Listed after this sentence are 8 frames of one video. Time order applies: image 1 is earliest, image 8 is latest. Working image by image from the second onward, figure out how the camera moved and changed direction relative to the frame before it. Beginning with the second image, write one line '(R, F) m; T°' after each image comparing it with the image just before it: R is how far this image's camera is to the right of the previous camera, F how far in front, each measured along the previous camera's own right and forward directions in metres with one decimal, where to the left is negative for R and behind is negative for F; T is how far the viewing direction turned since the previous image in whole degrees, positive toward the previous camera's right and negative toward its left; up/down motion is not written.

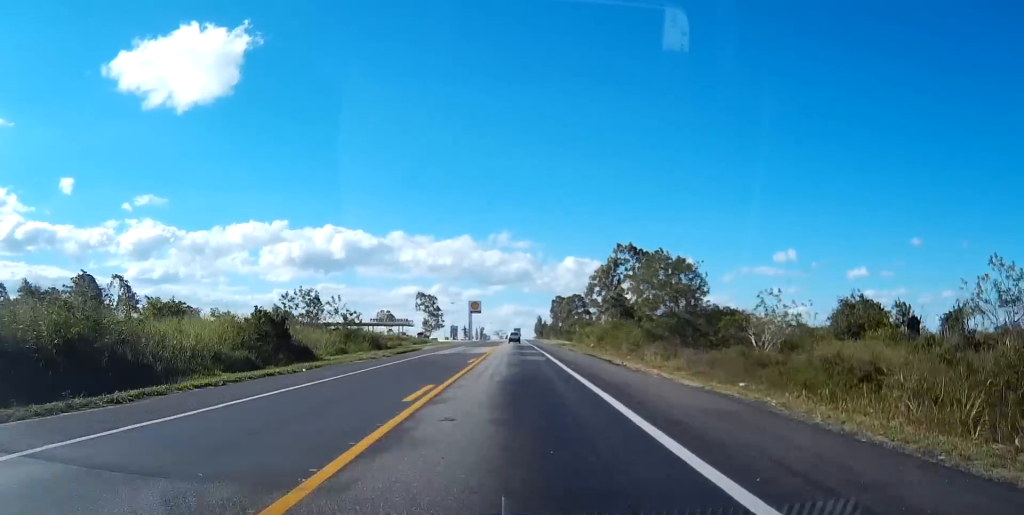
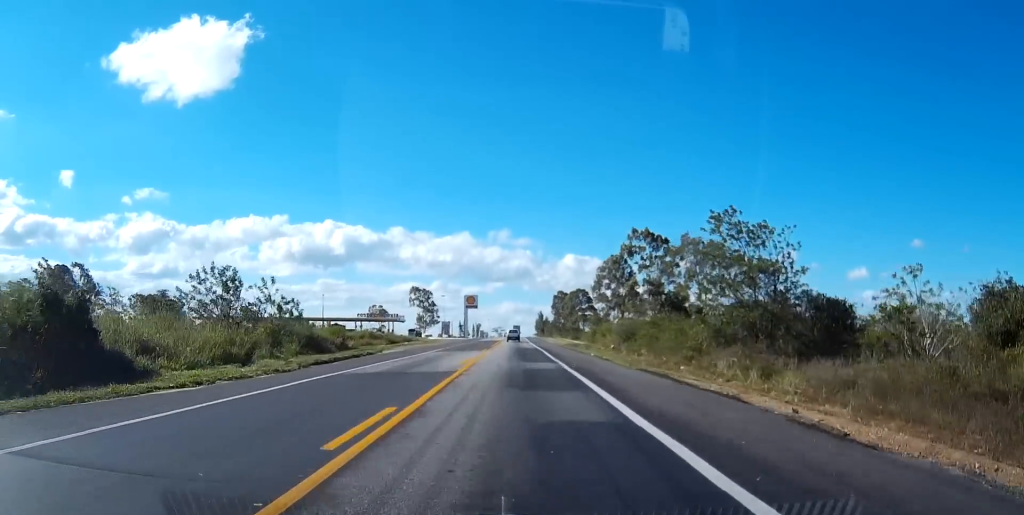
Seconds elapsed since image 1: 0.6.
(+0.1, +22.0) m; 0°
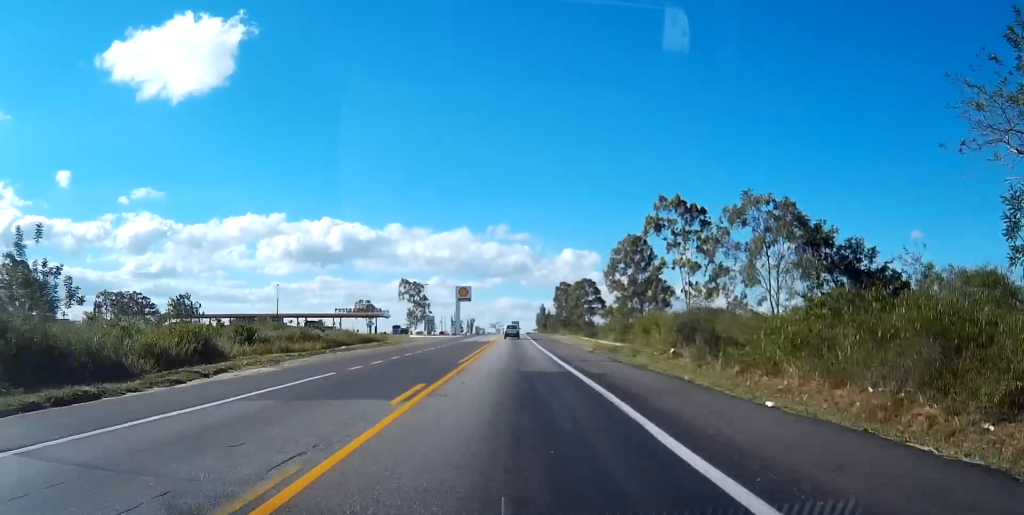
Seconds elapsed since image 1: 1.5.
(0.0, +31.0) m; 0°
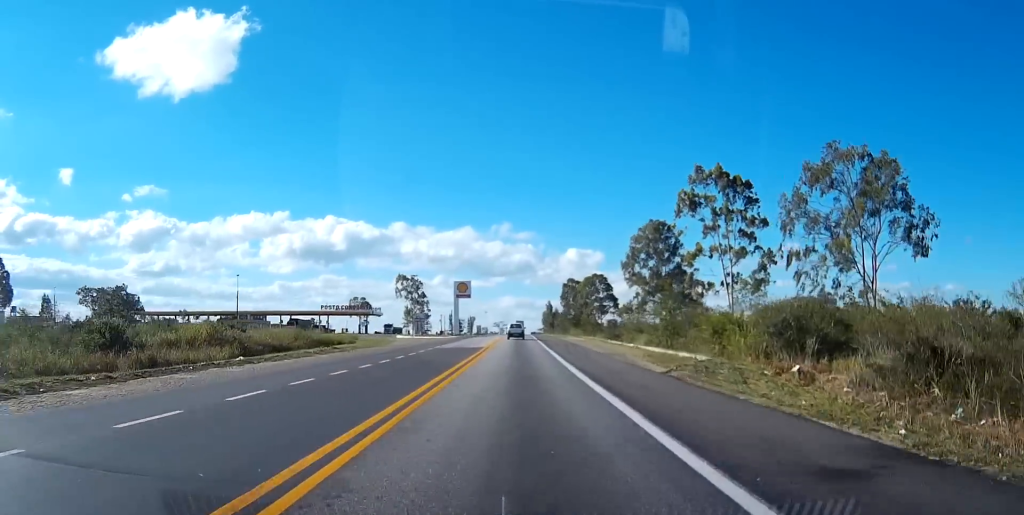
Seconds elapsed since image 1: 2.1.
(0.0, +22.0) m; 0°
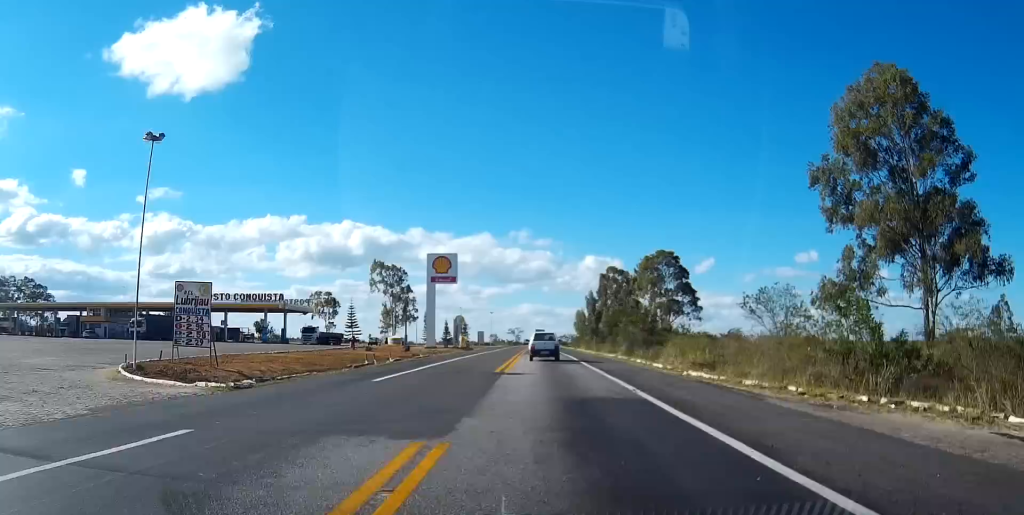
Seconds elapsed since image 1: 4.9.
(-1.2, +92.0) m; -2°
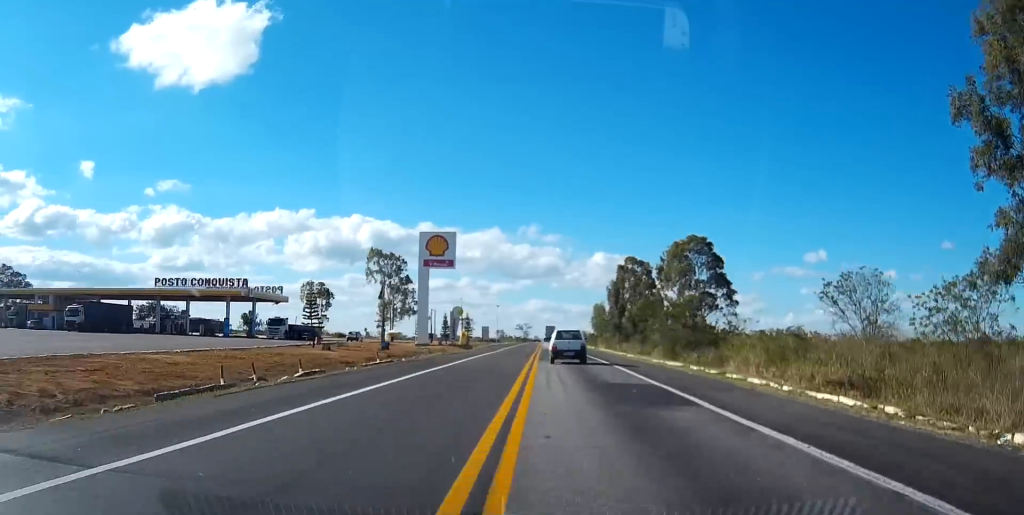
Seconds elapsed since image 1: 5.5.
(-0.2, +20.4) m; 0°
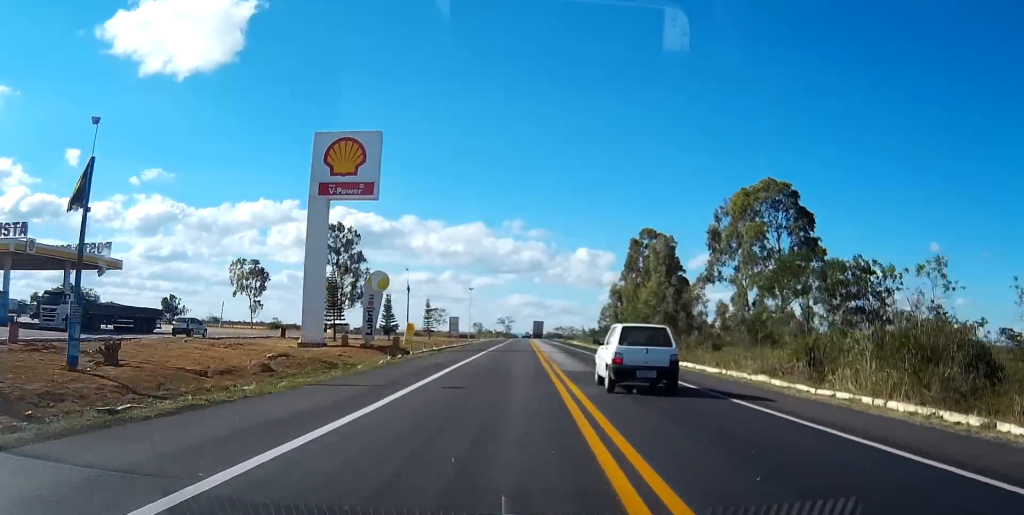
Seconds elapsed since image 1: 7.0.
(+0.3, +49.5) m; +1°
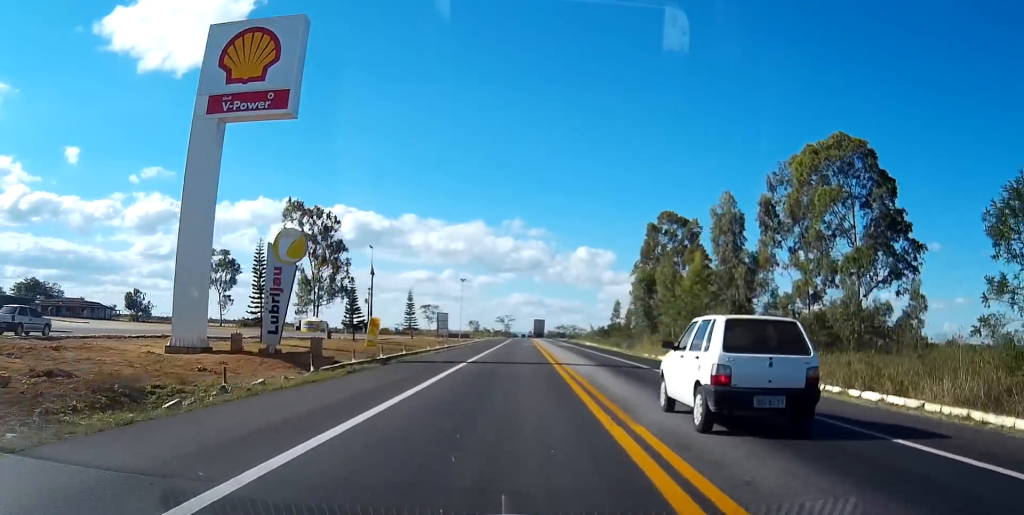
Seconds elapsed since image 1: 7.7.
(-0.1, +21.1) m; +1°
